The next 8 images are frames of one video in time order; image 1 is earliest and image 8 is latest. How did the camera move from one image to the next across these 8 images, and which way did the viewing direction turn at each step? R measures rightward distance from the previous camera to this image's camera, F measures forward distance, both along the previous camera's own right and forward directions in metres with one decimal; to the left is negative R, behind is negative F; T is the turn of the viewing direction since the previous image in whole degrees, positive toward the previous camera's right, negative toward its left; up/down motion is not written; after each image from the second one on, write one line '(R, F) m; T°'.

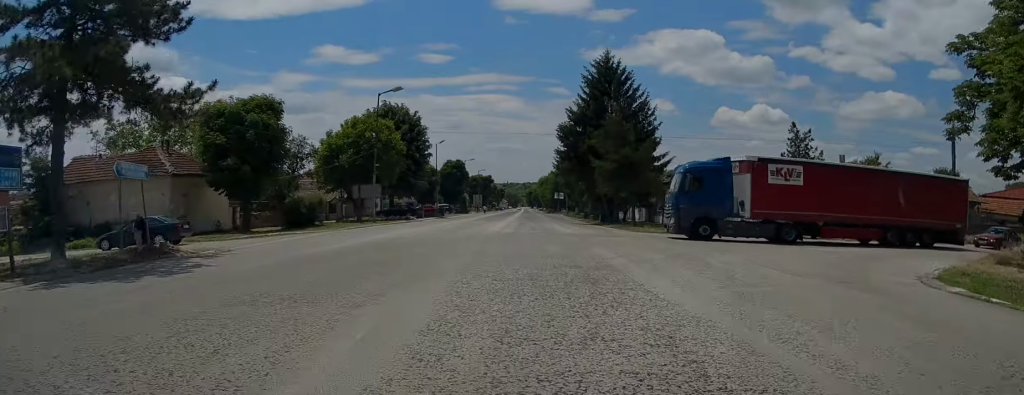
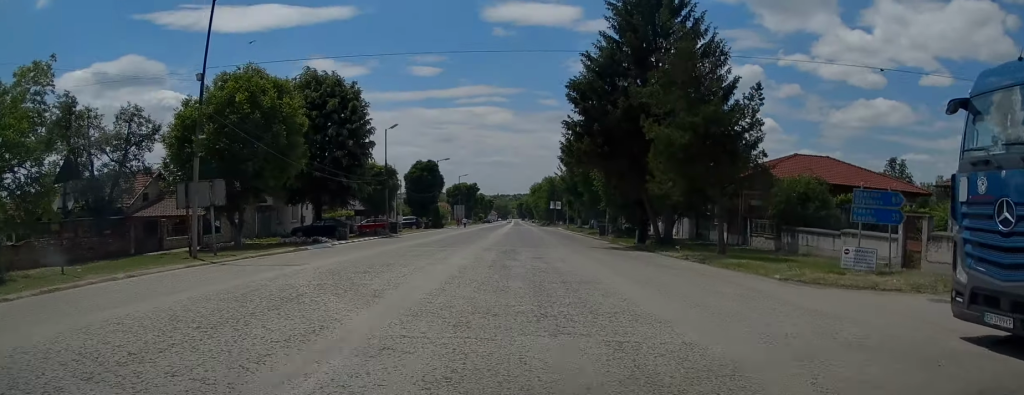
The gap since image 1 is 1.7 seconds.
(+0.5, +23.2) m; +1°
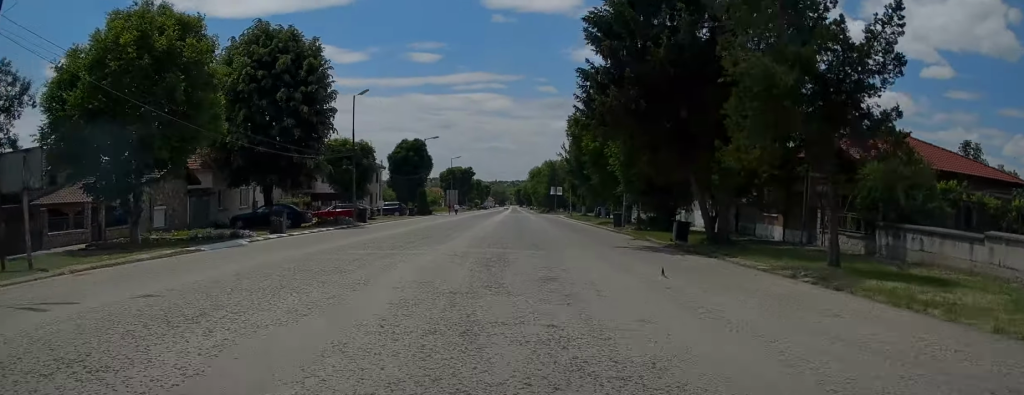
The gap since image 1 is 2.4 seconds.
(0.0, +9.5) m; -1°
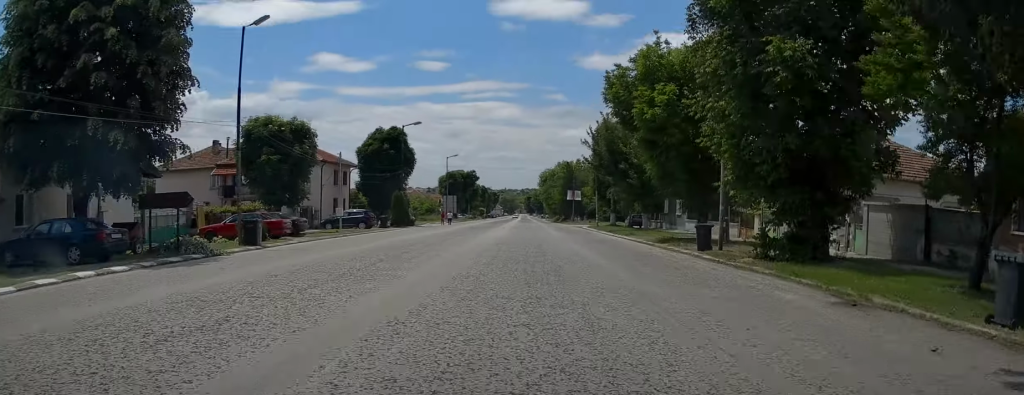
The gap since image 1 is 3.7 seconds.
(-0.1, +18.6) m; +1°
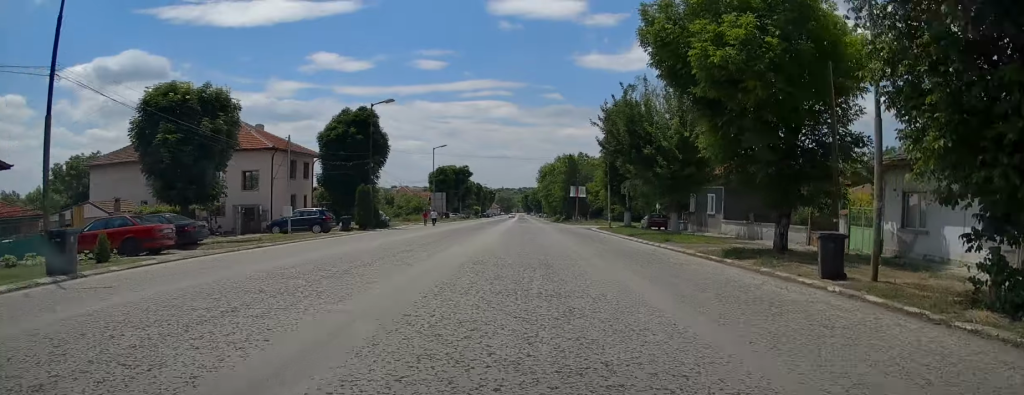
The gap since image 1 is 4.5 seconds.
(+0.1, +10.6) m; 0°
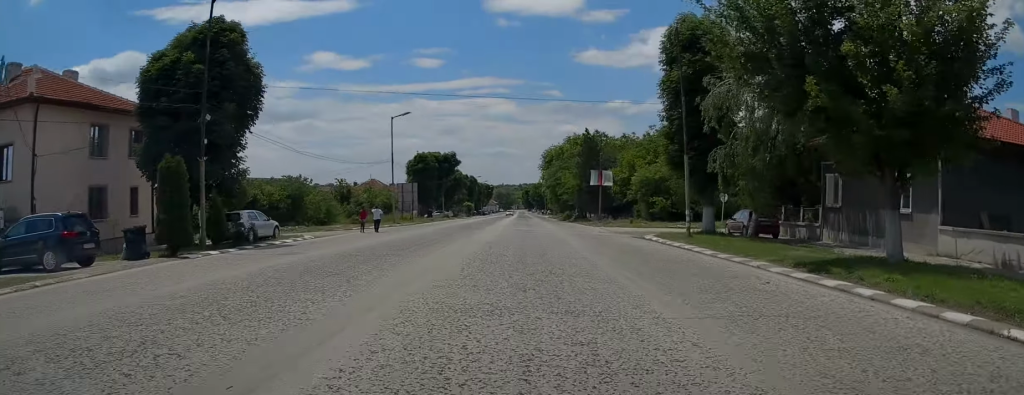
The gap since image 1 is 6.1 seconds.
(-0.4, +24.2) m; -1°
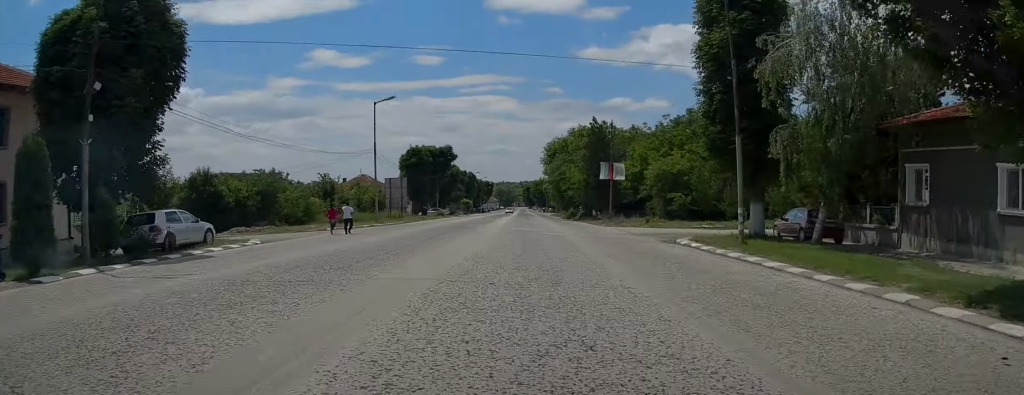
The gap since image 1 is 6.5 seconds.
(0.0, +6.4) m; +1°
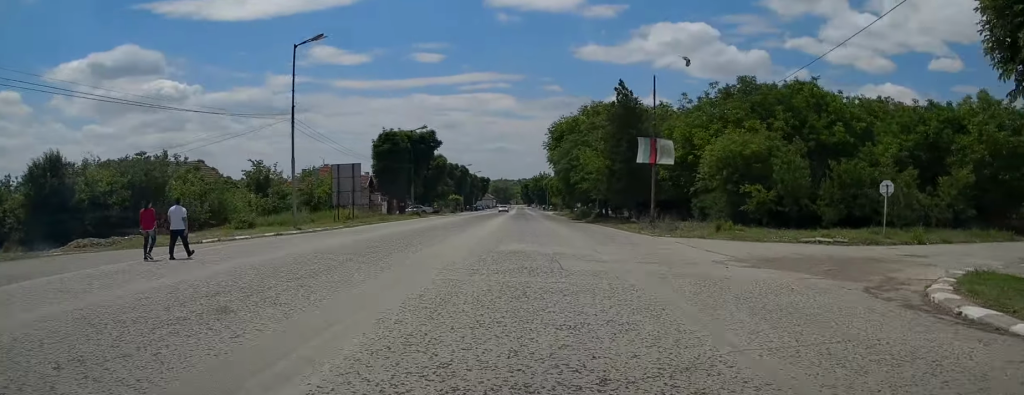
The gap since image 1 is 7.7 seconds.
(+0.2, +16.8) m; +1°
